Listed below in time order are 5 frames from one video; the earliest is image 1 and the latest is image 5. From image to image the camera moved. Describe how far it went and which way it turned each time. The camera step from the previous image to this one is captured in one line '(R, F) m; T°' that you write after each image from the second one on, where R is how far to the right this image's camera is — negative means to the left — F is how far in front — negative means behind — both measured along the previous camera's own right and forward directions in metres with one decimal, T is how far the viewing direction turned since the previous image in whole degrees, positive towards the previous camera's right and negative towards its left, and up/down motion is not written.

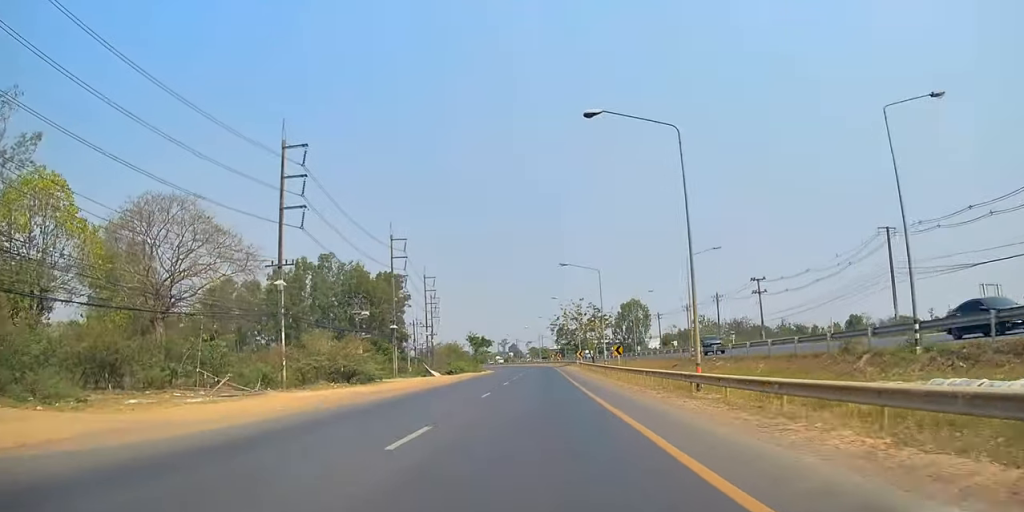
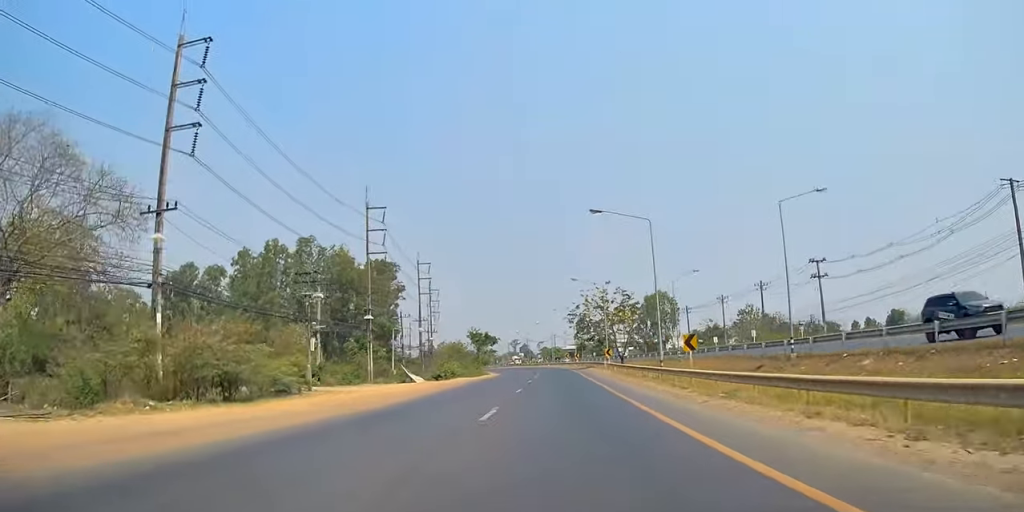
(0.0, +19.8) m; 0°
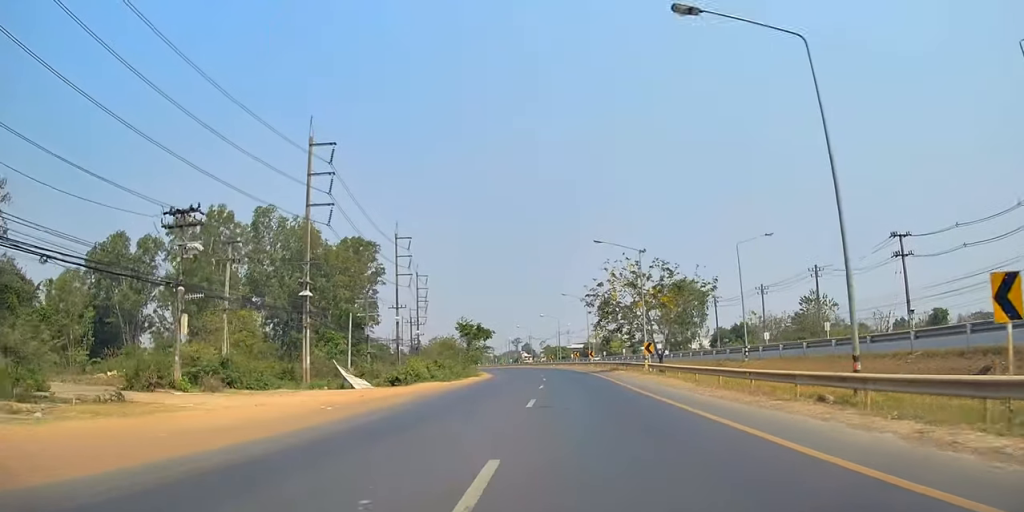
(0.0, +20.7) m; 0°
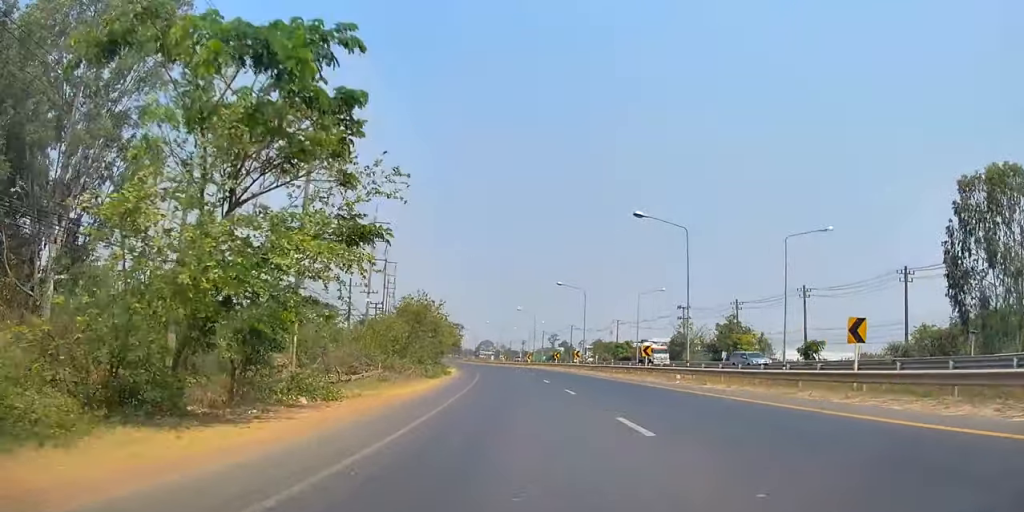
(-1.8, +79.9) m; -2°
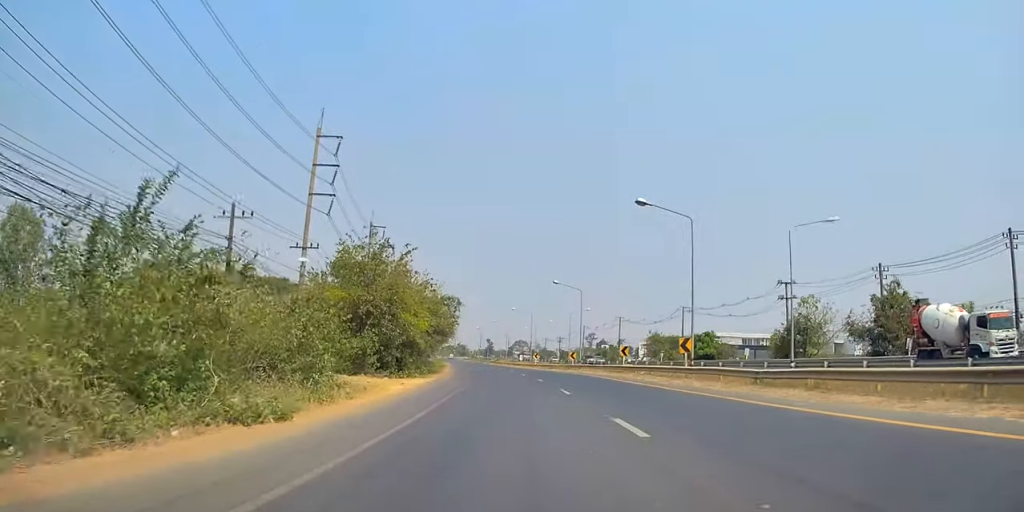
(-1.5, +37.3) m; -4°
